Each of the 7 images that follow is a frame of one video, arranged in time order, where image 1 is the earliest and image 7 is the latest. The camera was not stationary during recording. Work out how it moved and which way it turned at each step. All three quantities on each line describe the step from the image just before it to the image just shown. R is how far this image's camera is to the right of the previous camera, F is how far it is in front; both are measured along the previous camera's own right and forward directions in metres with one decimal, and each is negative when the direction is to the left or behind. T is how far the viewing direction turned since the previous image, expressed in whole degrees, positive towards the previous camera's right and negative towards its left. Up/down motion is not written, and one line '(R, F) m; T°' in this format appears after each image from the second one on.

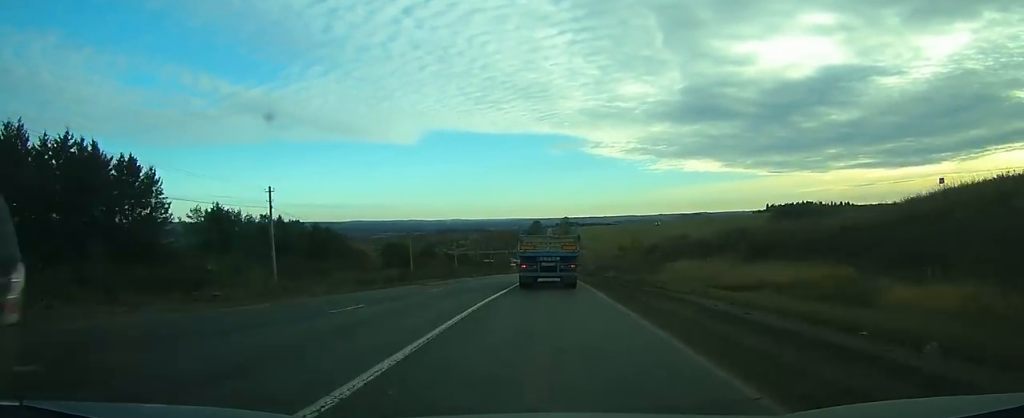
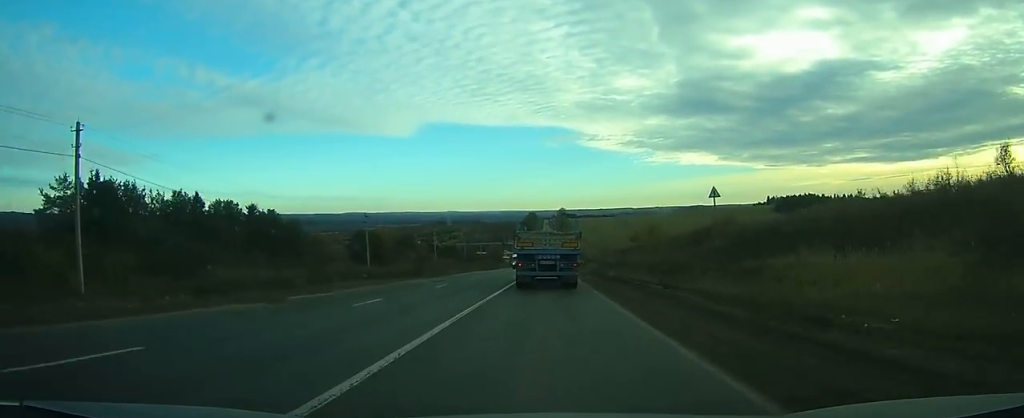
(+0.2, +20.3) m; +1°
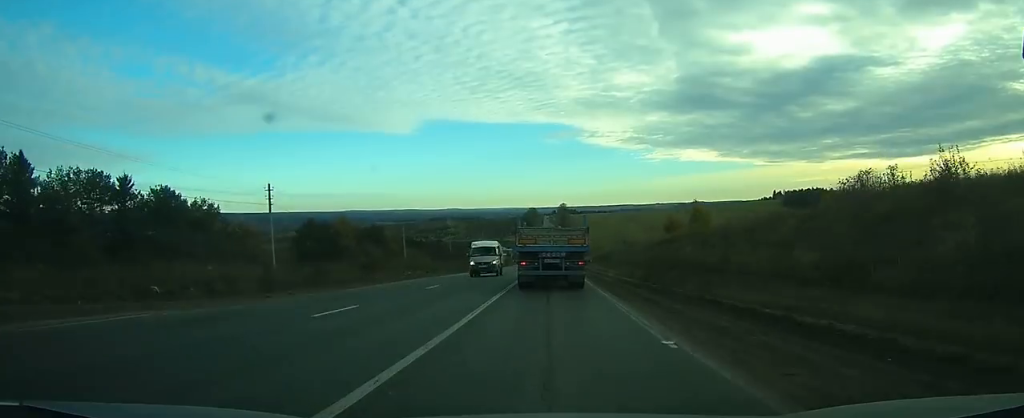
(+0.2, +26.5) m; +1°
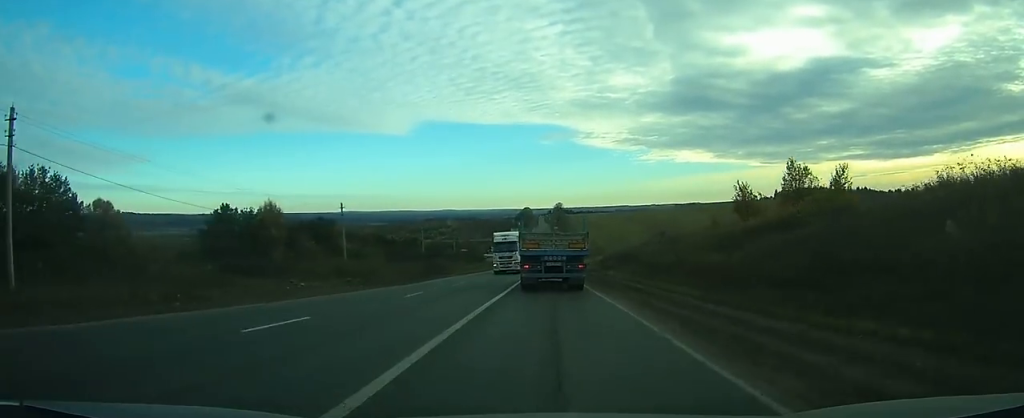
(0.0, +27.8) m; 0°
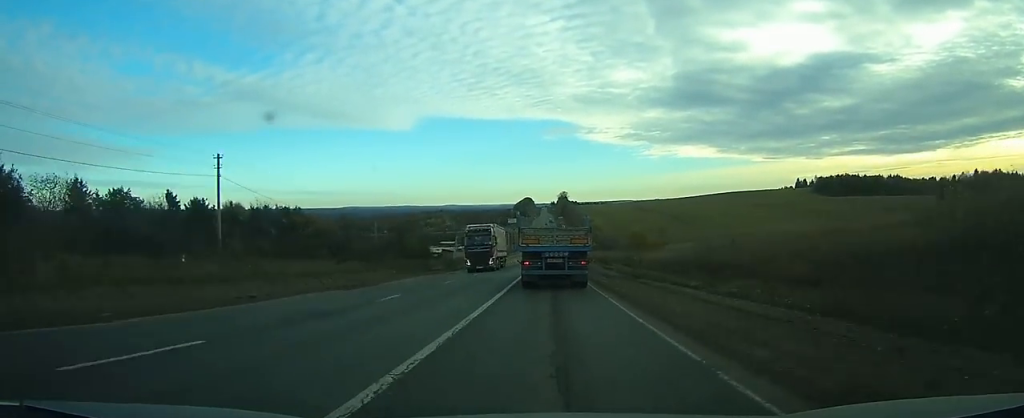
(+0.3, +74.6) m; 0°
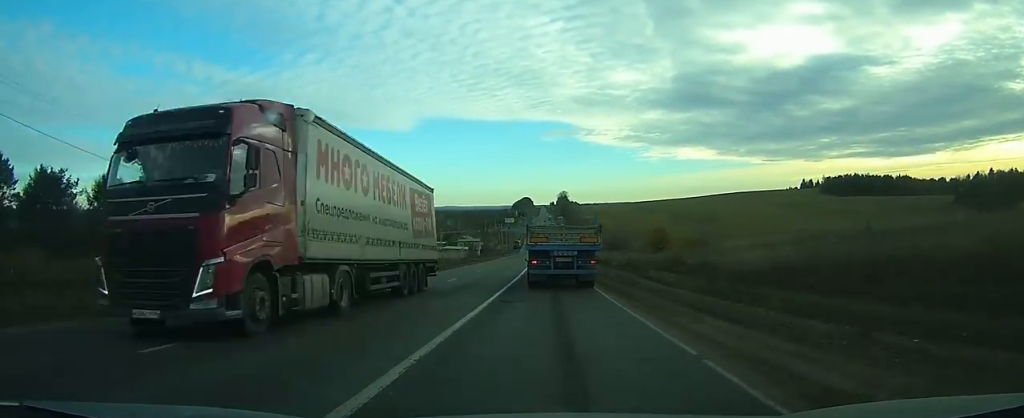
(0.0, +22.2) m; 0°
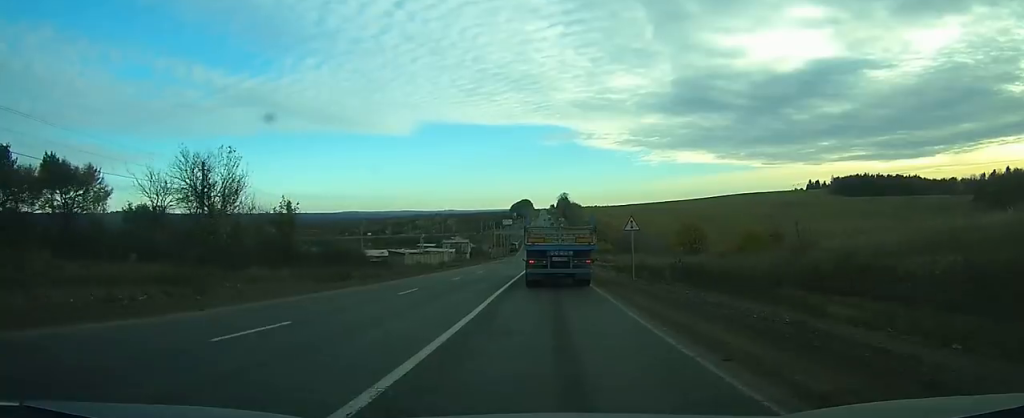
(-0.1, +22.4) m; 0°
